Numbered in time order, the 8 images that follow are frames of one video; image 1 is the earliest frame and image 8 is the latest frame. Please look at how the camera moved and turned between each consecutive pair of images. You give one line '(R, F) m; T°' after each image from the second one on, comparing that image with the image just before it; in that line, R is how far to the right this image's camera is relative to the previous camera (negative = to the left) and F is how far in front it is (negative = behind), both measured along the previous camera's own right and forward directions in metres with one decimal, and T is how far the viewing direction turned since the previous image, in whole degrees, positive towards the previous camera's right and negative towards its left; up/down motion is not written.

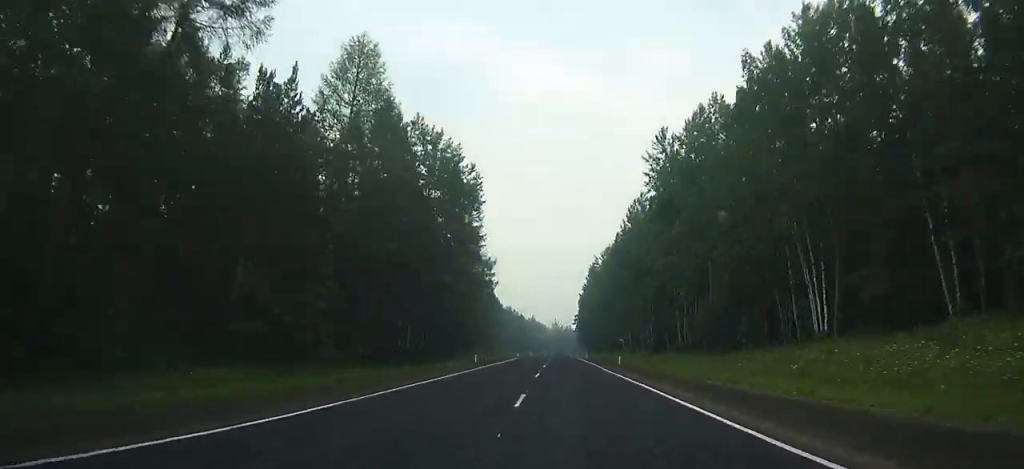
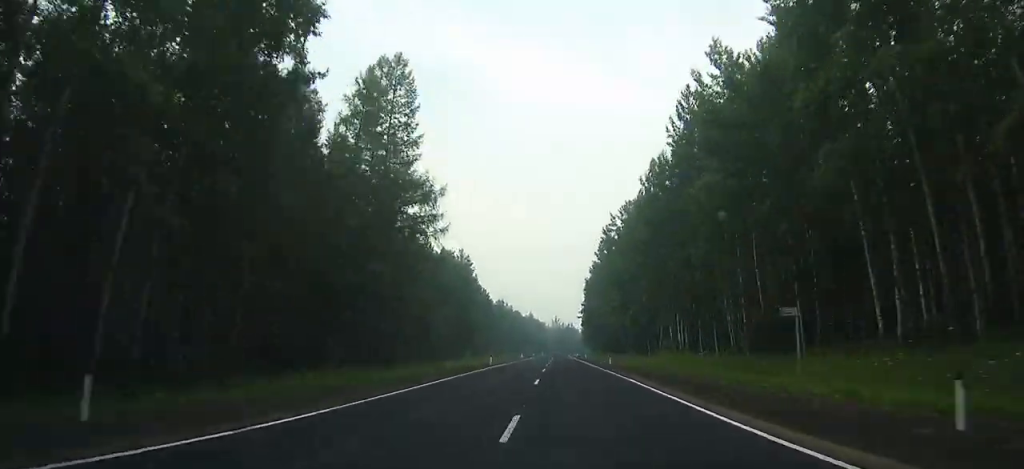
(-0.4, +40.7) m; 0°
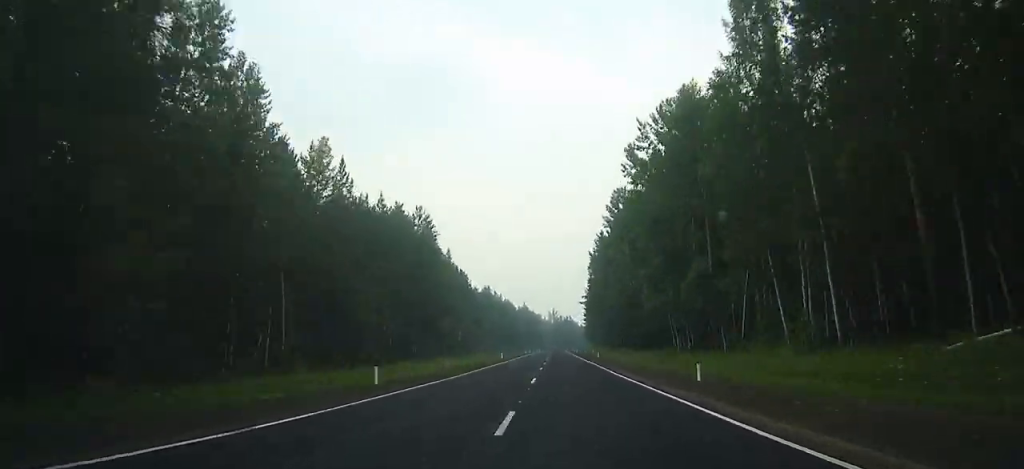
(-0.3, +35.2) m; 0°
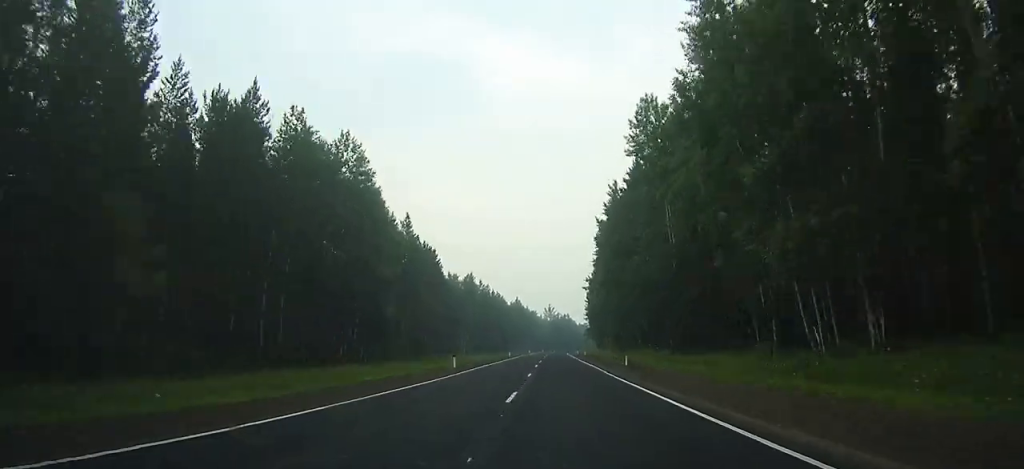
(+0.1, +31.6) m; 0°
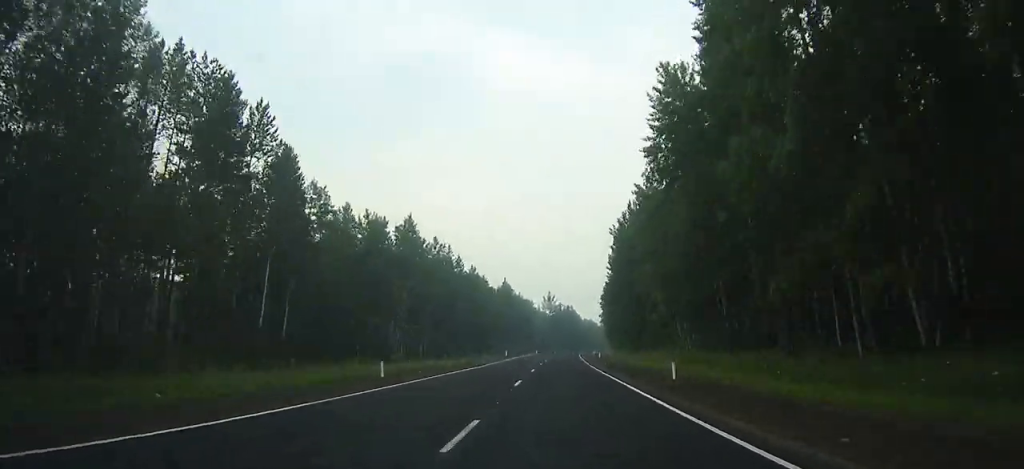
(+0.2, +65.2) m; +1°
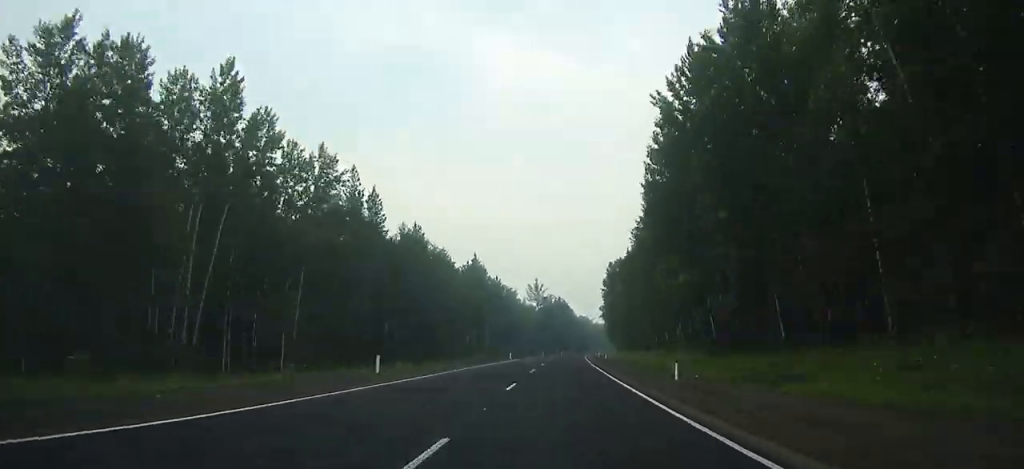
(-0.1, +48.8) m; +1°
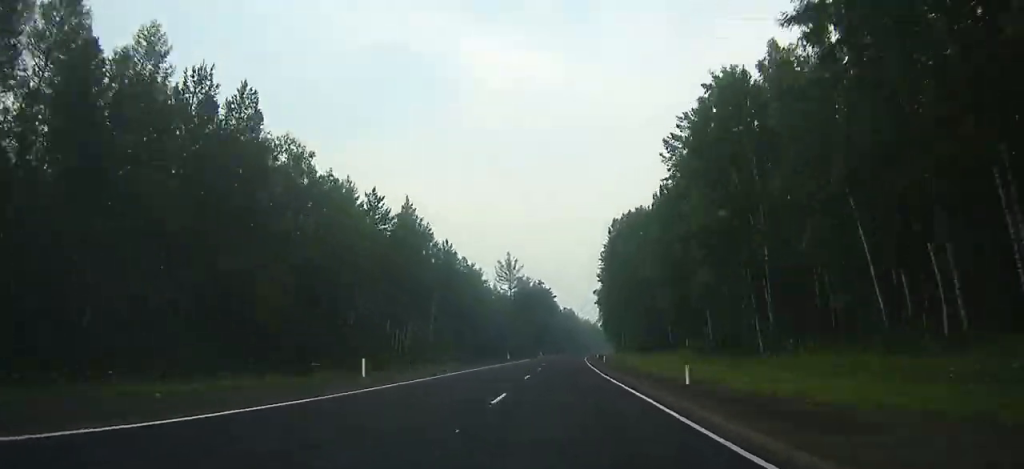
(+0.7, +49.1) m; +1°
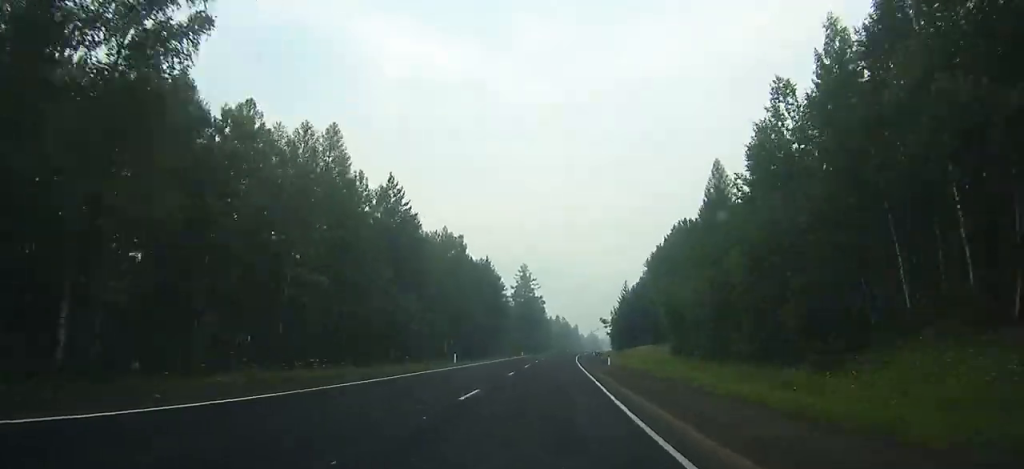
(+21.3, +274.8) m; +9°
